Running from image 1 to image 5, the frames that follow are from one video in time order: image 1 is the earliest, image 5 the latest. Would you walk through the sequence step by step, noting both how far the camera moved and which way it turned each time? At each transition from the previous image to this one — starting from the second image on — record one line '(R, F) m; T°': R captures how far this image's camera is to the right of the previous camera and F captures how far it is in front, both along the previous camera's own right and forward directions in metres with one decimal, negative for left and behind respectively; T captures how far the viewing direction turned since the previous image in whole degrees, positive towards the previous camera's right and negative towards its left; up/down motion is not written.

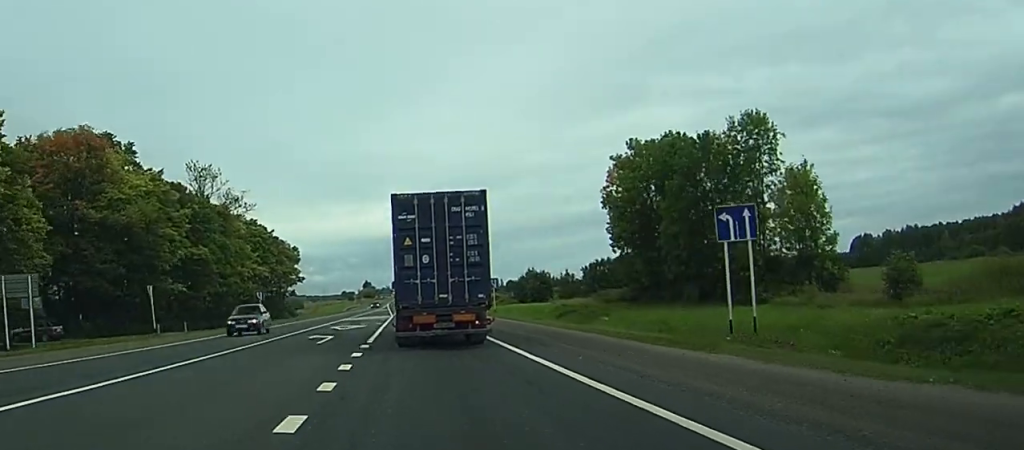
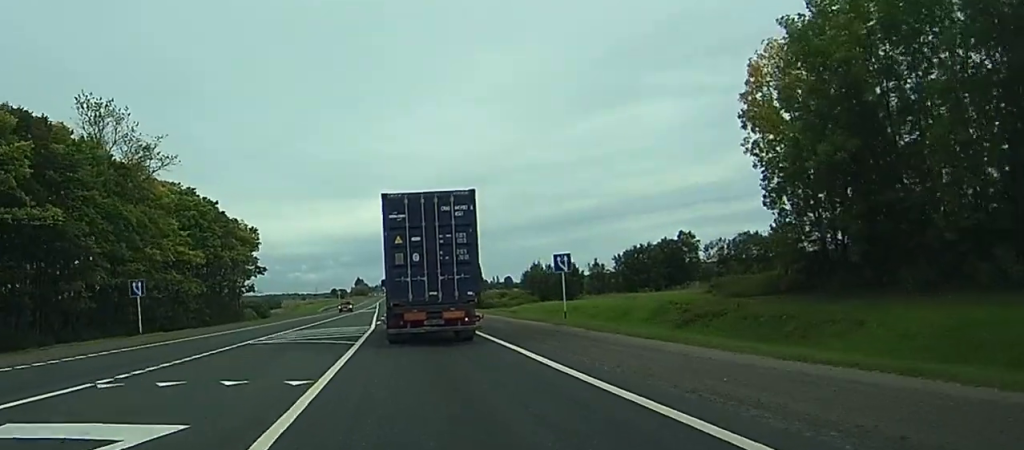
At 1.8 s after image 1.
(+0.1, +37.9) m; 0°
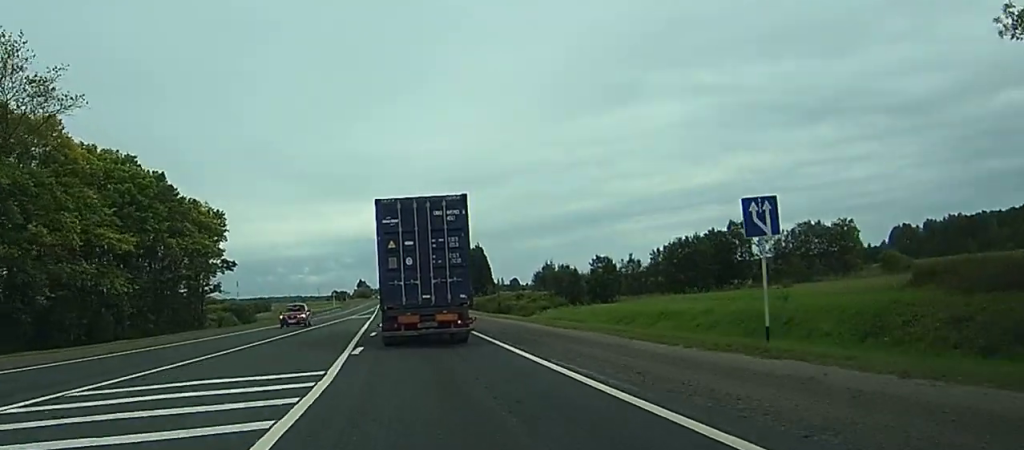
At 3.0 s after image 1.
(0.0, +24.6) m; 0°
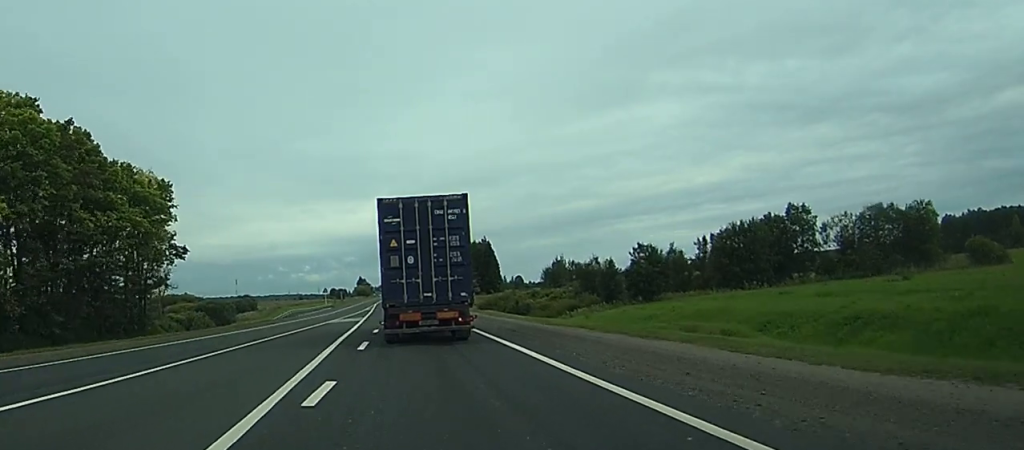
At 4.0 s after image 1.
(0.0, +22.5) m; 0°
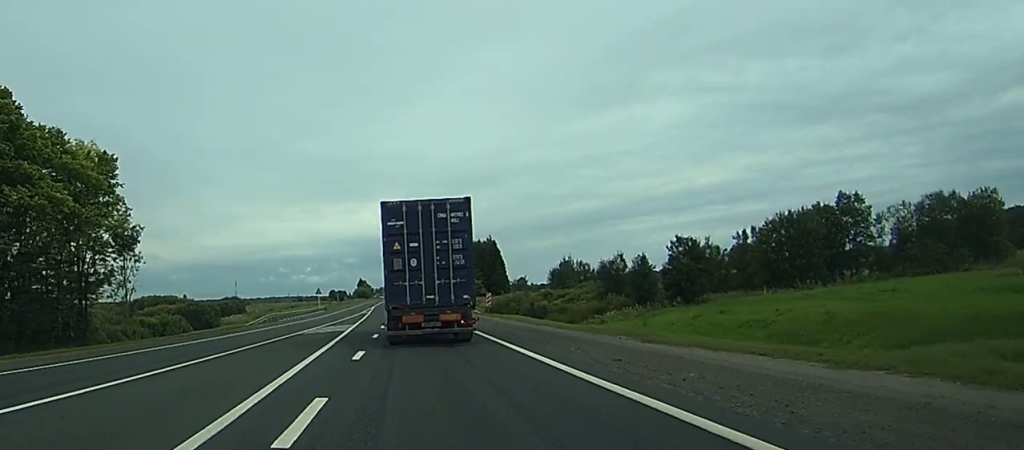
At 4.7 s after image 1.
(0.0, +14.8) m; 0°
